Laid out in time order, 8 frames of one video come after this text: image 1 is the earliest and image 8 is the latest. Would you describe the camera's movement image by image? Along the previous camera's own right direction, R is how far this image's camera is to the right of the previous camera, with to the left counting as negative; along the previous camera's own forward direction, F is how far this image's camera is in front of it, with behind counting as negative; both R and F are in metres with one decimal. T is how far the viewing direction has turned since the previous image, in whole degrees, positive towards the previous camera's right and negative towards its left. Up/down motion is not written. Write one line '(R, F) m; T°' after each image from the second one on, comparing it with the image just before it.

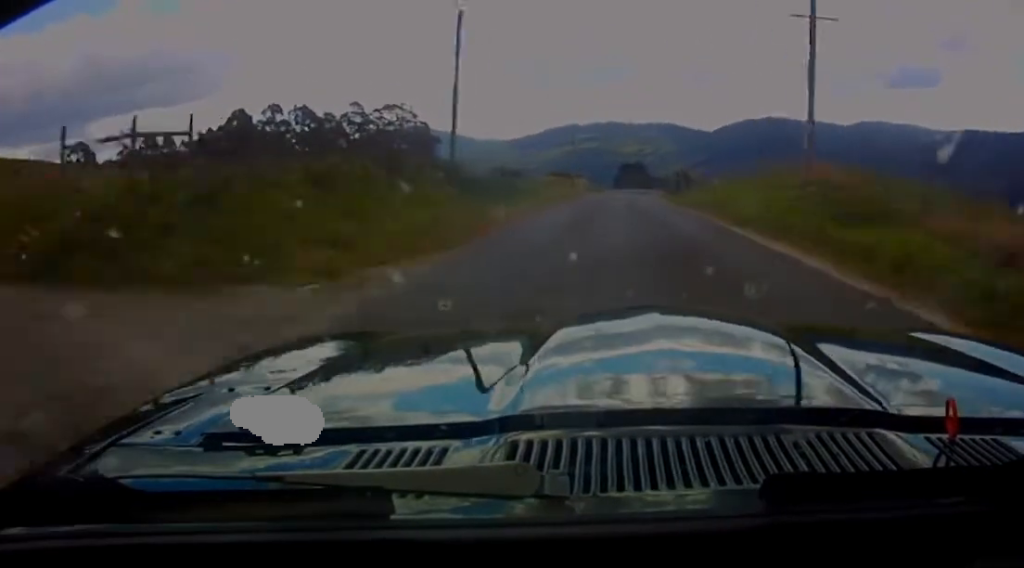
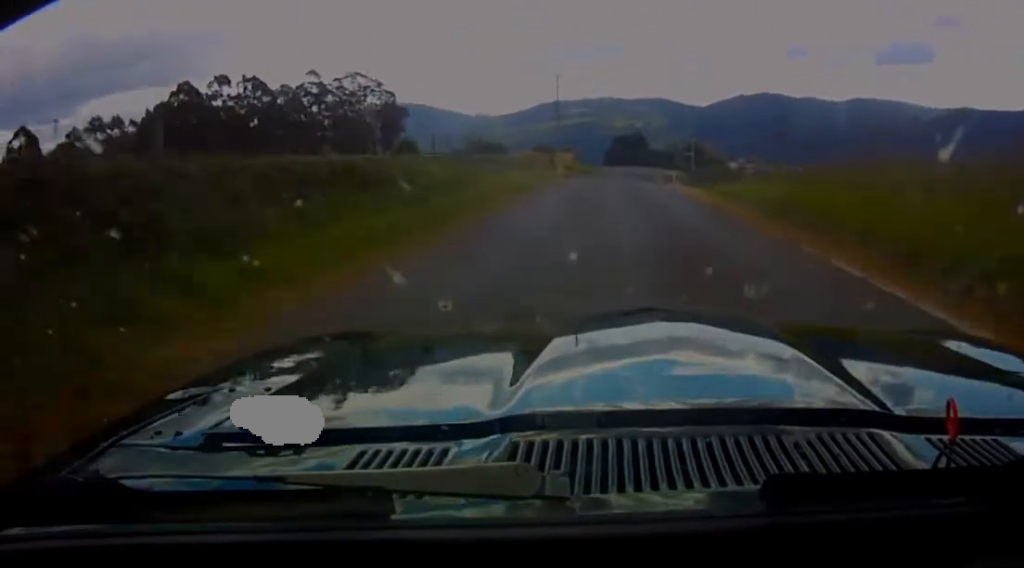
(0.0, +24.2) m; 0°
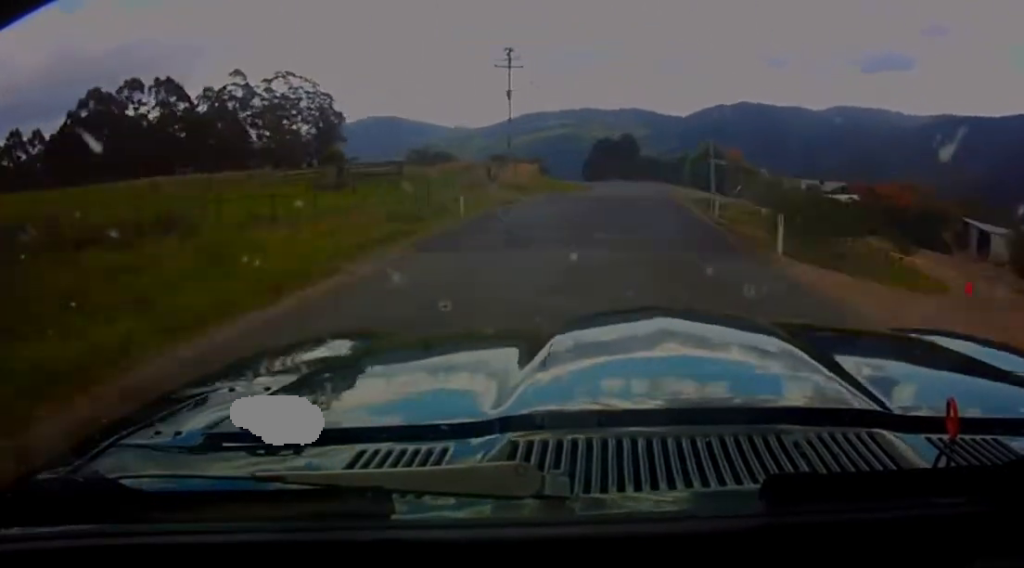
(-0.1, +28.6) m; 0°
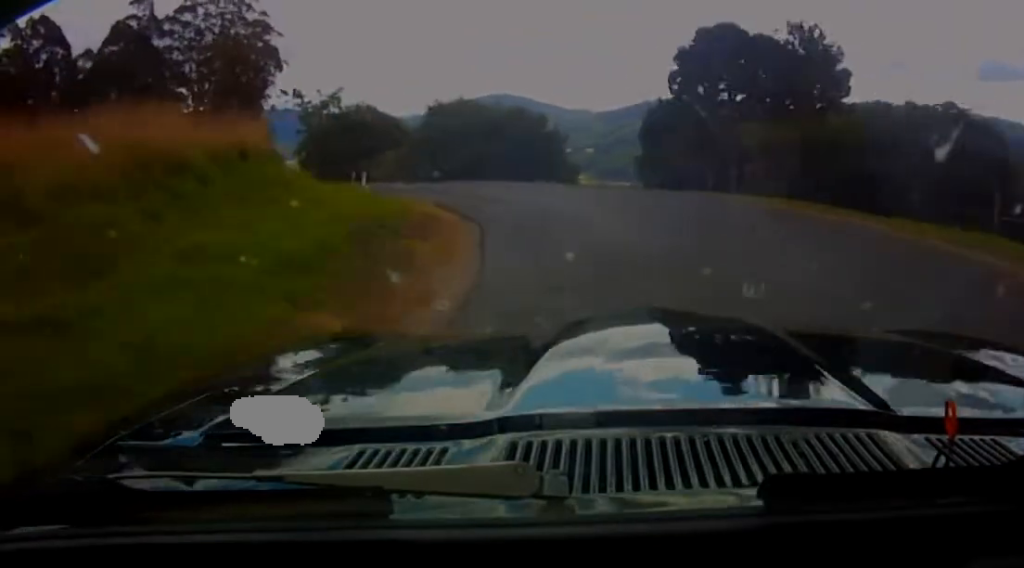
(-6.4, +57.5) m; -25°
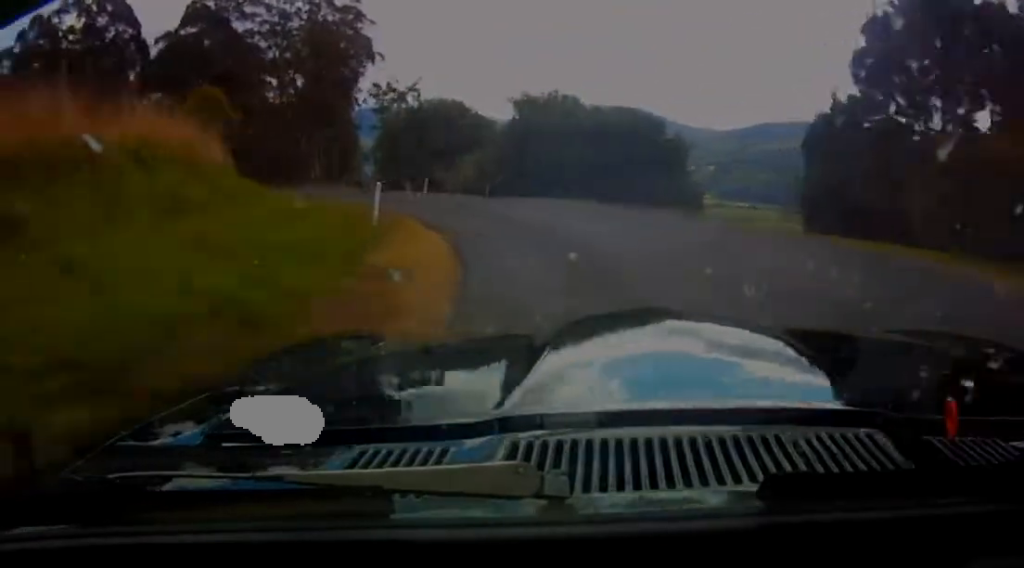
(0.0, +9.1) m; -9°
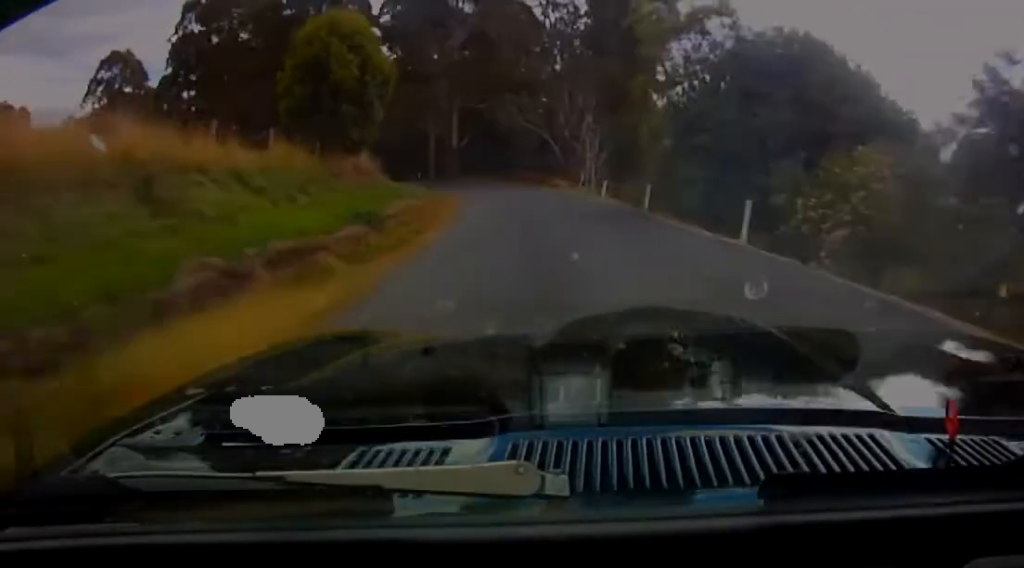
(-5.1, +25.7) m; -18°
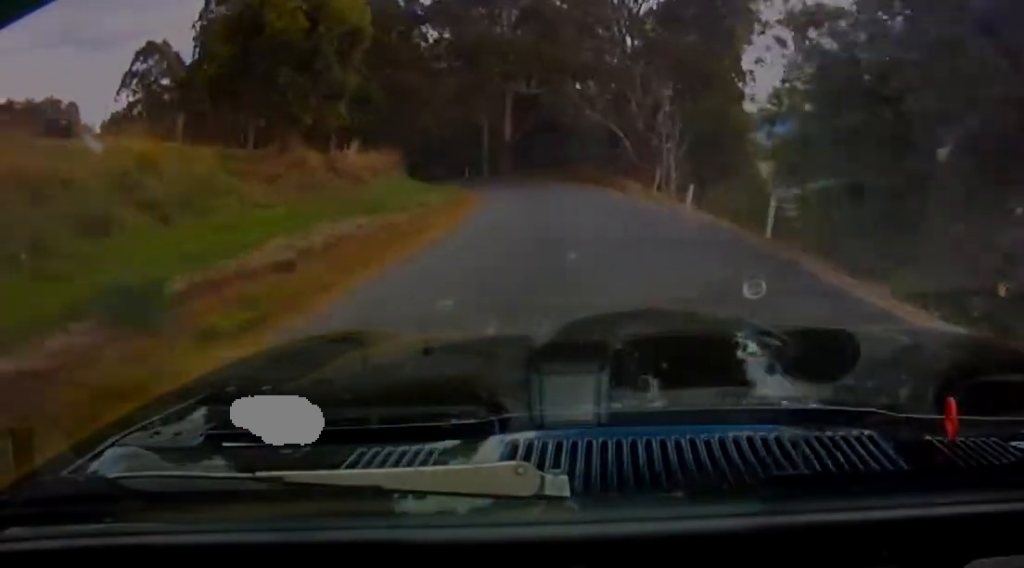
(-0.4, +10.3) m; -6°
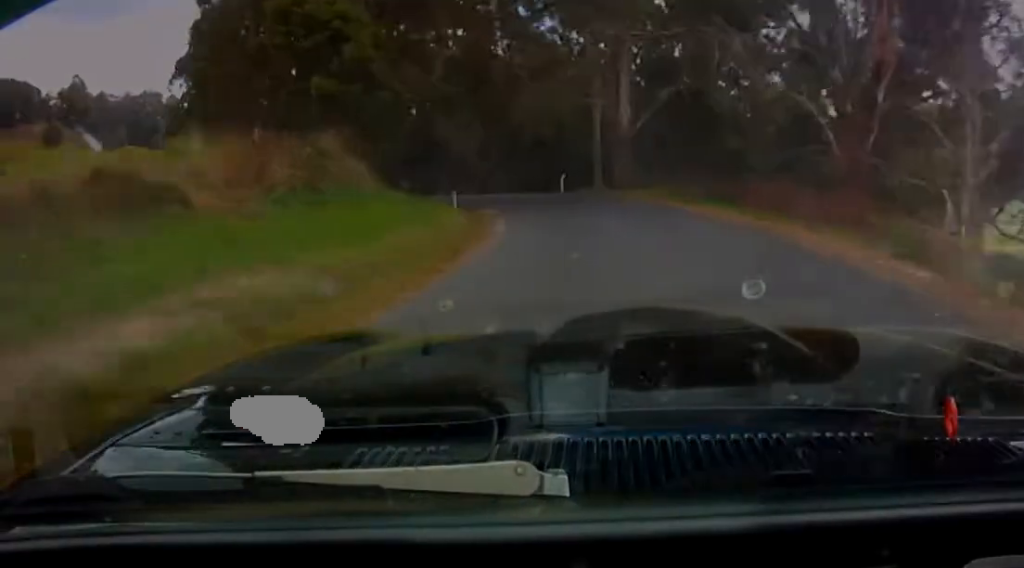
(-3.2, +24.2) m; -17°
